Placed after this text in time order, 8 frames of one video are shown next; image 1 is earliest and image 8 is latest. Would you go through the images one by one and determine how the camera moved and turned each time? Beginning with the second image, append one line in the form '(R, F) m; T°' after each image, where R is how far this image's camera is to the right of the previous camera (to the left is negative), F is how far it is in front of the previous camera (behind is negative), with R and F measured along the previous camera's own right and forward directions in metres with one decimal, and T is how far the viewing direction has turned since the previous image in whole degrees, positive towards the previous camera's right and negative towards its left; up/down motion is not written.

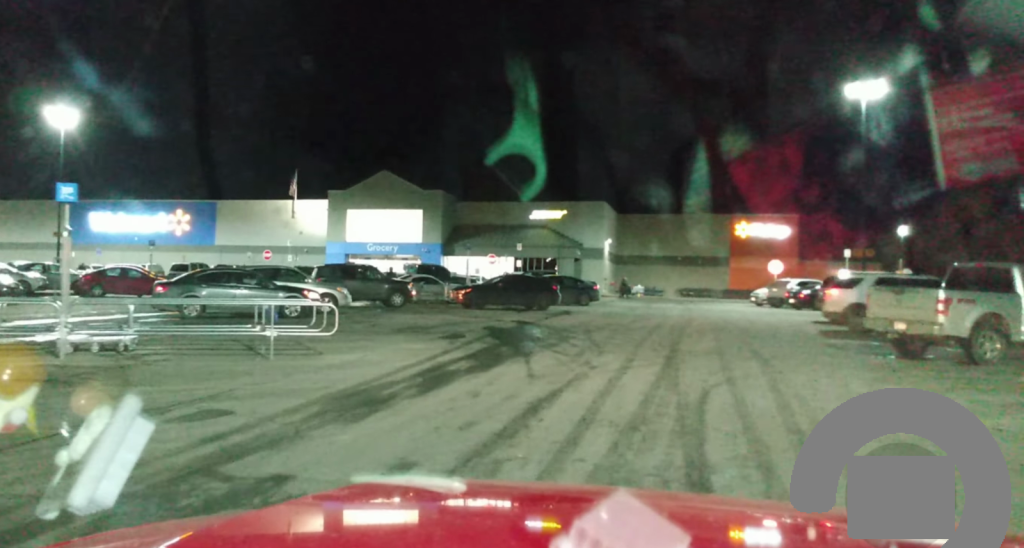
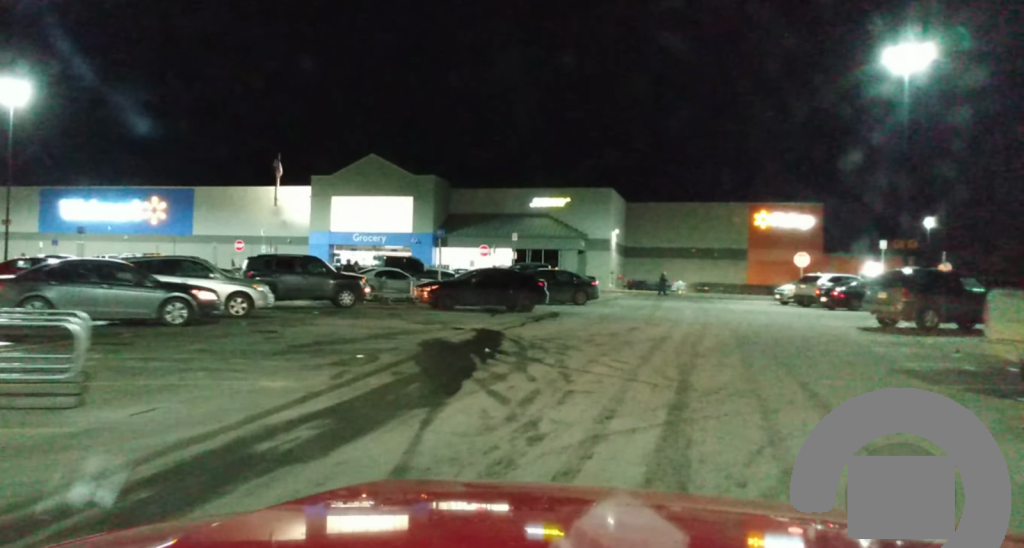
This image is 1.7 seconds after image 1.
(+0.3, +6.6) m; 0°
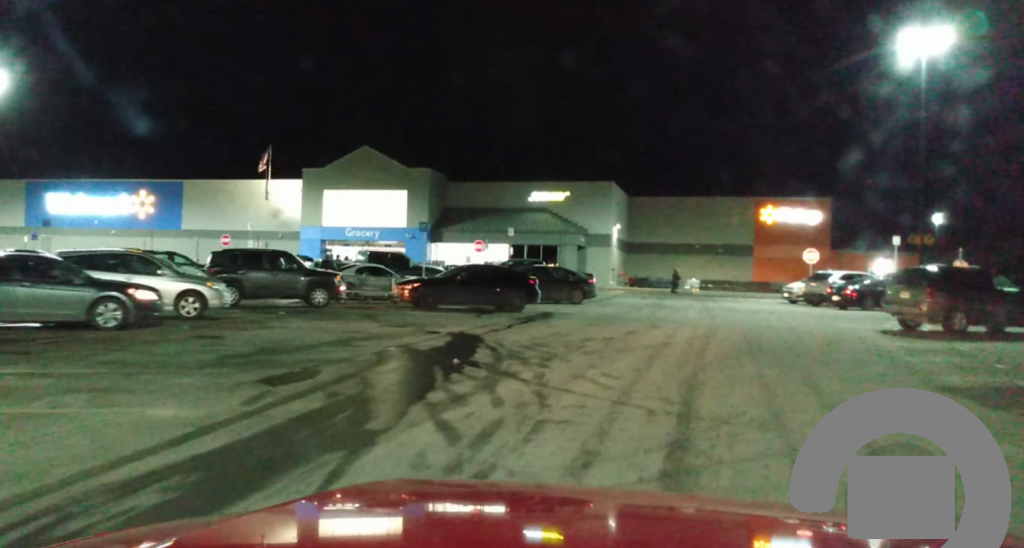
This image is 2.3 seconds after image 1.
(0.0, +2.2) m; -2°
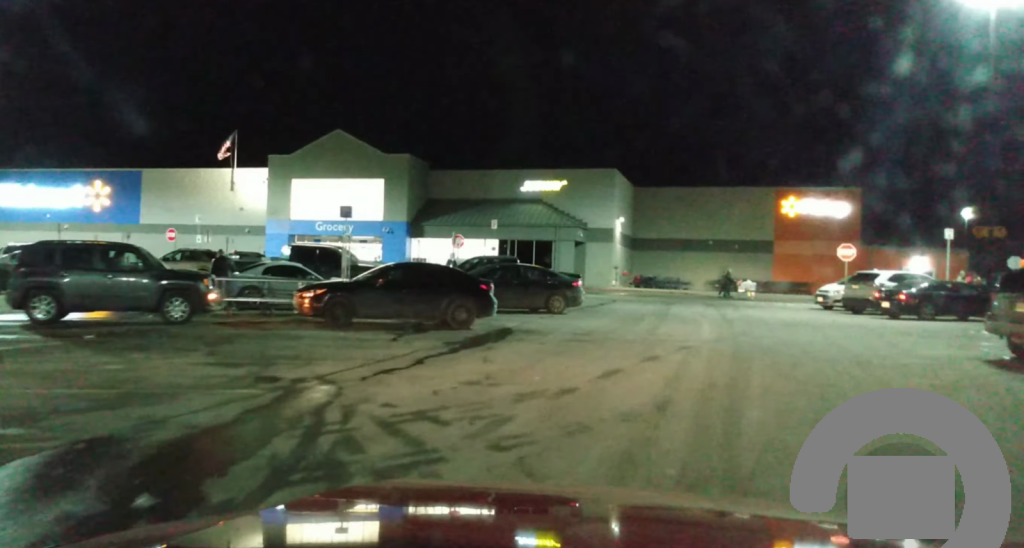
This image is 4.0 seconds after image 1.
(-0.2, +8.1) m; 0°
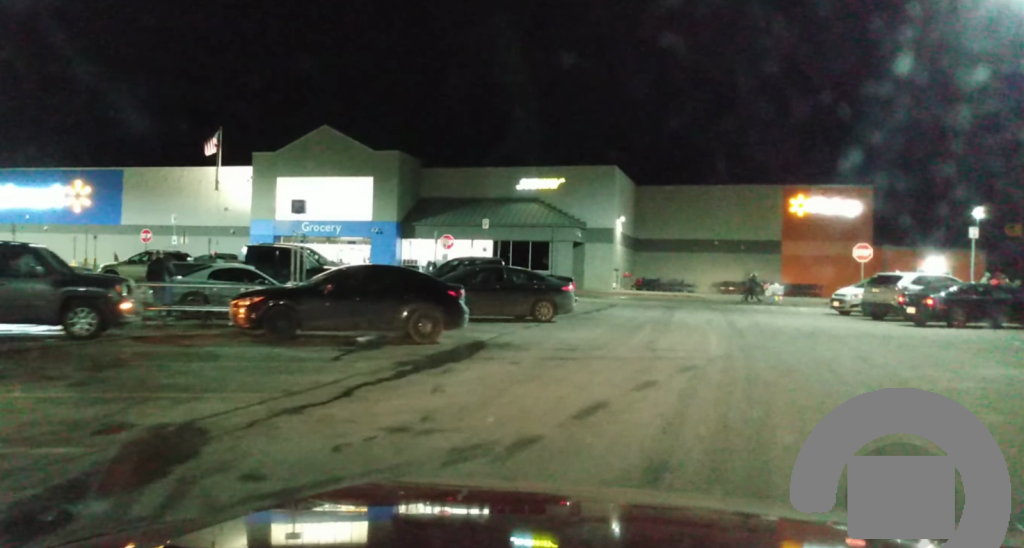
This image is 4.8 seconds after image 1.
(0.0, +3.4) m; 0°
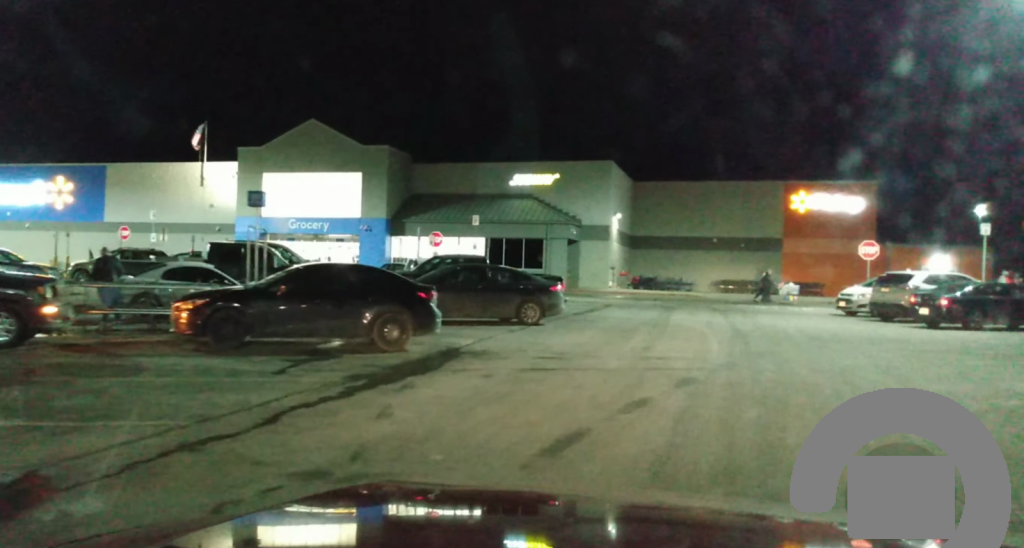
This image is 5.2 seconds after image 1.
(0.0, +2.0) m; 0°
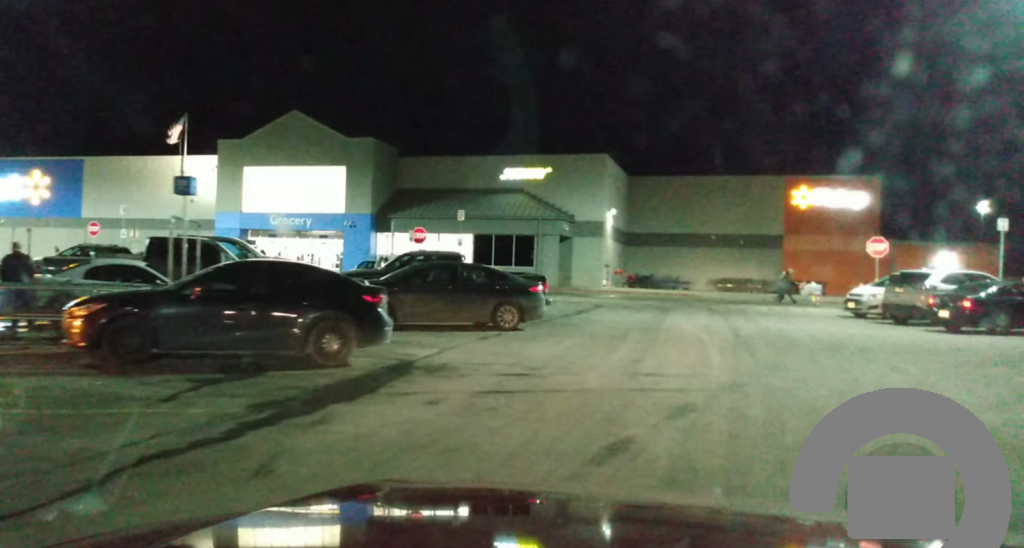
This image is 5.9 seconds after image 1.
(0.0, +2.9) m; 0°
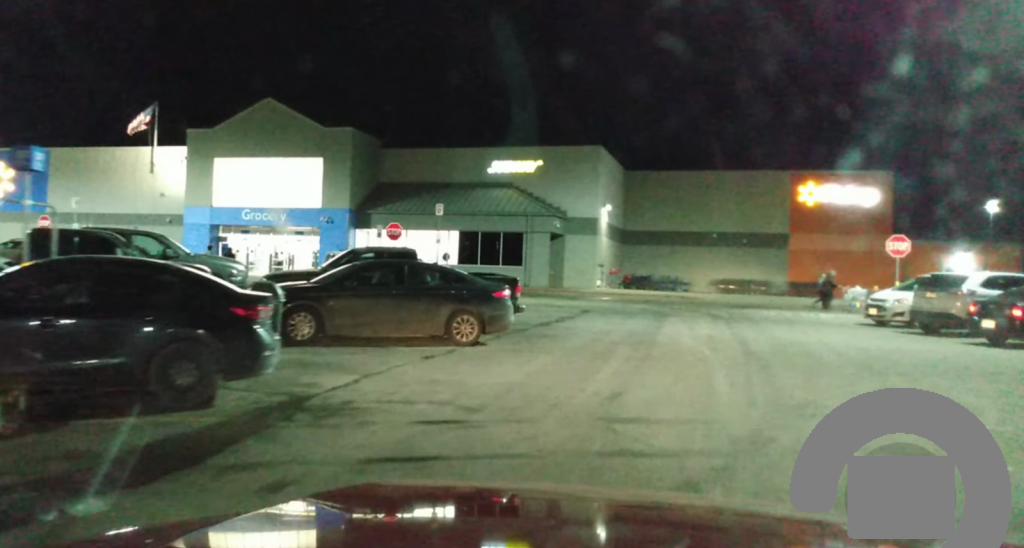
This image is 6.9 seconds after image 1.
(0.0, +4.2) m; +2°
